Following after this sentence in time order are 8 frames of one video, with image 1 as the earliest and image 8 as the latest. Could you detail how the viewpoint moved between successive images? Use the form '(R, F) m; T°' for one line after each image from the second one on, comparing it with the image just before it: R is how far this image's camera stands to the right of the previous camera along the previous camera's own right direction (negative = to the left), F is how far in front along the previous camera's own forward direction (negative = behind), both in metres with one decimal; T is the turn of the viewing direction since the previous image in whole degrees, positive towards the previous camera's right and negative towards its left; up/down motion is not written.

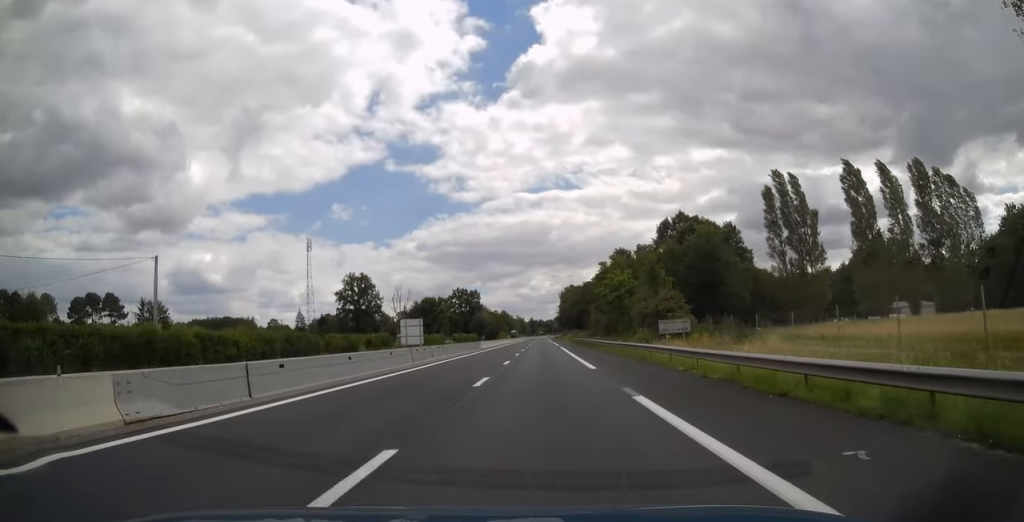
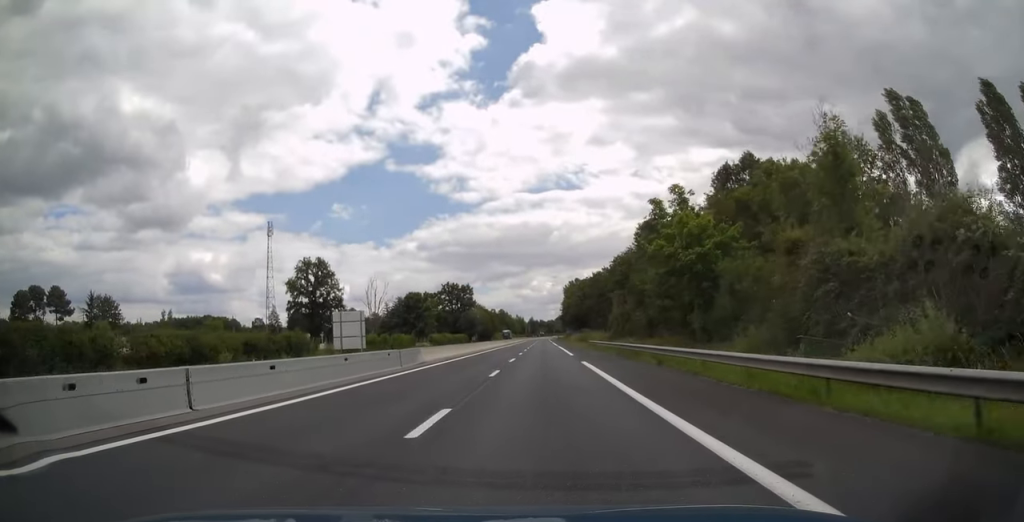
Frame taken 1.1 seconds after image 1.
(-0.1, +32.9) m; 0°
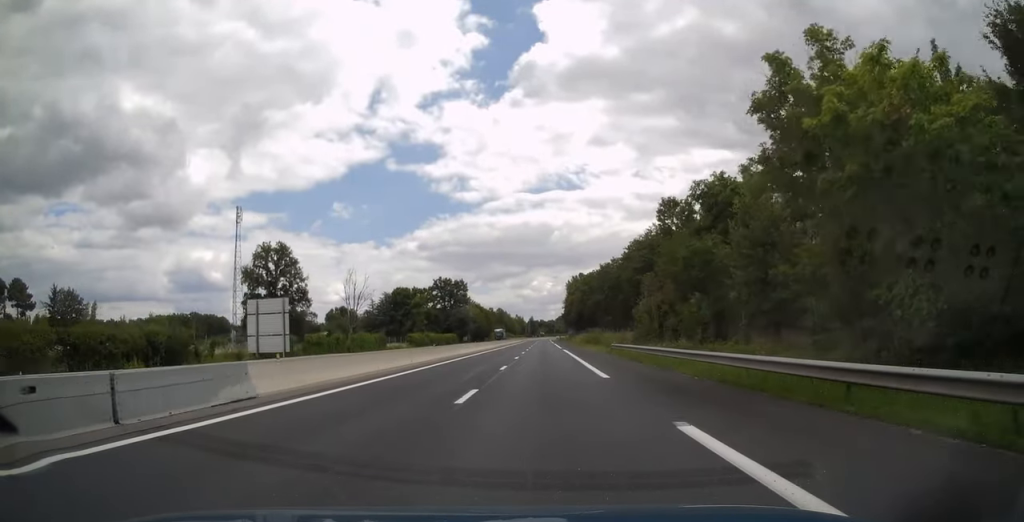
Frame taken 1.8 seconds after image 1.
(-0.1, +20.6) m; 0°
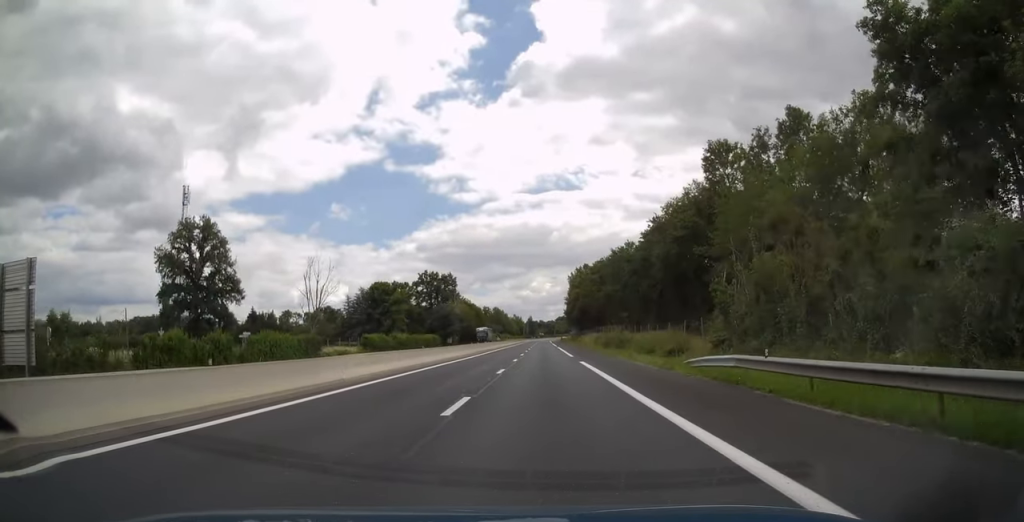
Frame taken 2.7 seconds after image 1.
(+0.1, +26.4) m; 0°
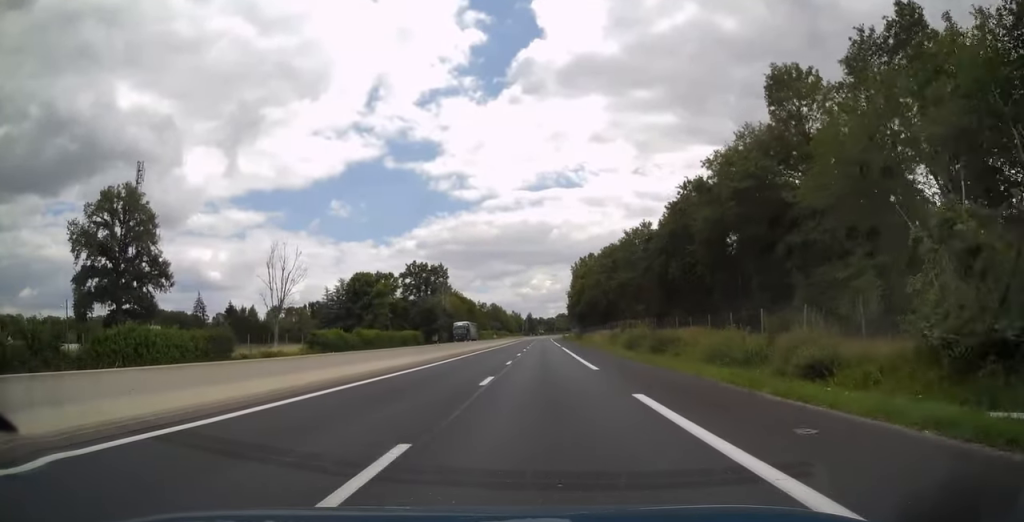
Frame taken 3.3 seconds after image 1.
(0.0, +18.6) m; 0°
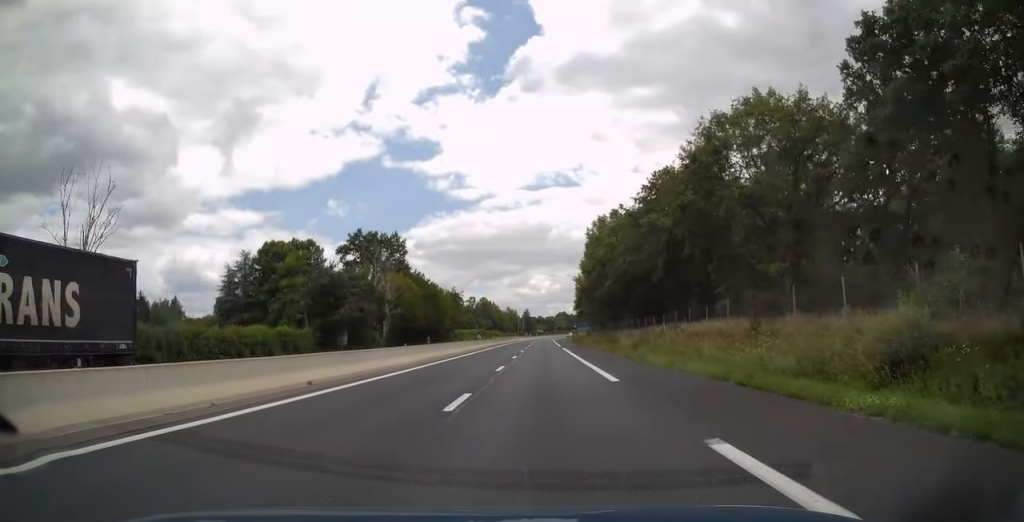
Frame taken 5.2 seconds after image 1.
(+0.1, +55.6) m; 0°
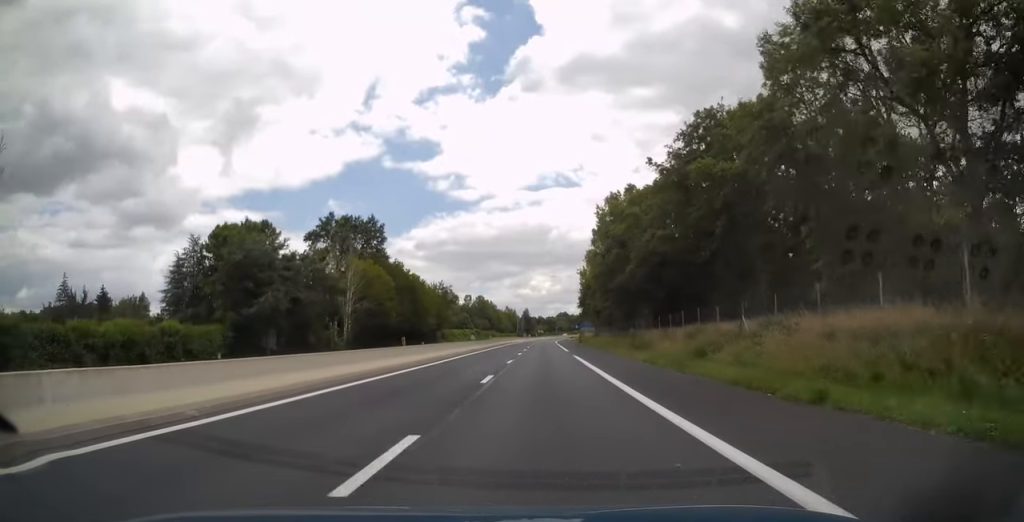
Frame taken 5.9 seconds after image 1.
(0.0, +18.2) m; 0°
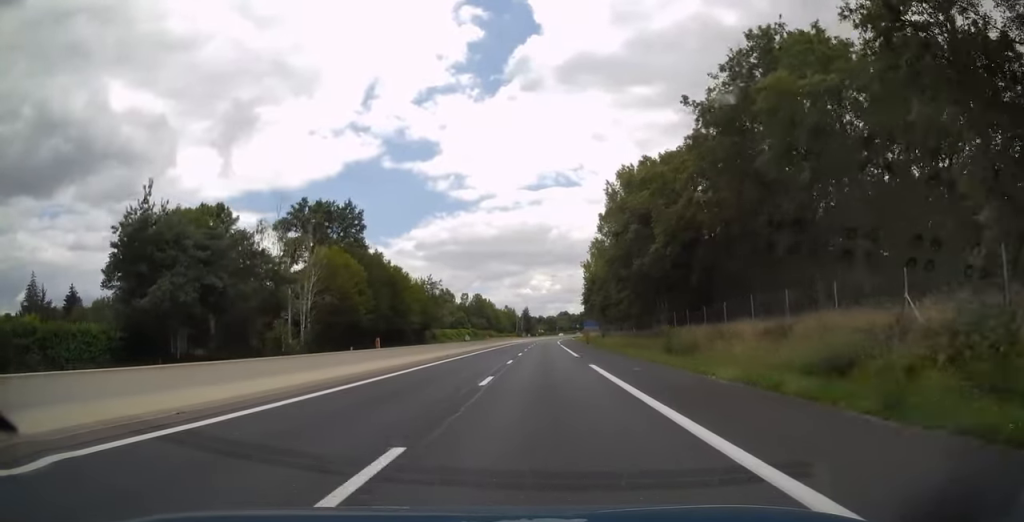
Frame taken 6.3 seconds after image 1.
(-0.1, +13.3) m; 0°
